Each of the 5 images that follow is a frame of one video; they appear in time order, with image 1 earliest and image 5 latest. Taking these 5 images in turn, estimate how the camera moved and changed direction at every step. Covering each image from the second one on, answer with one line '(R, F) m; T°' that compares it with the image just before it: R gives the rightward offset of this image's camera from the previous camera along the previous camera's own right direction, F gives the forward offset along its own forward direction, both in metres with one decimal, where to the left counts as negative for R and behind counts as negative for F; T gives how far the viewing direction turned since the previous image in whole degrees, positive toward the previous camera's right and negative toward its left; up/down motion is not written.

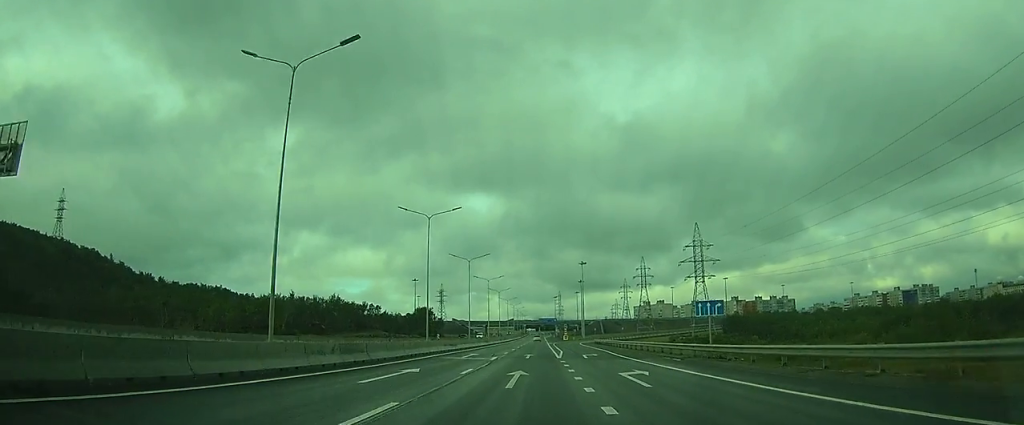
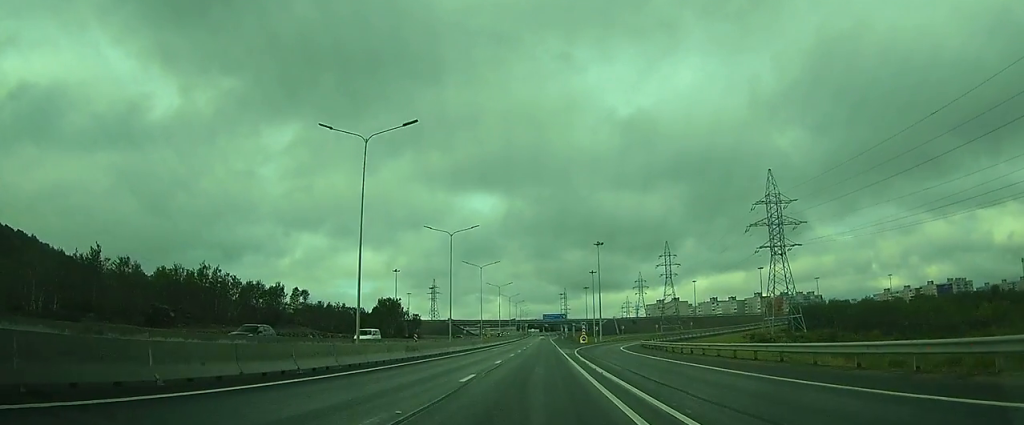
(0.0, +50.6) m; 0°
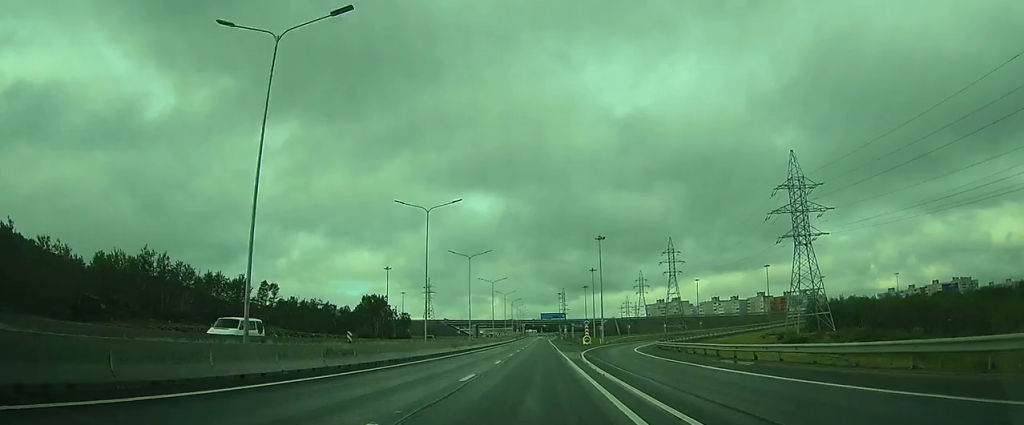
(0.0, +11.5) m; 0°
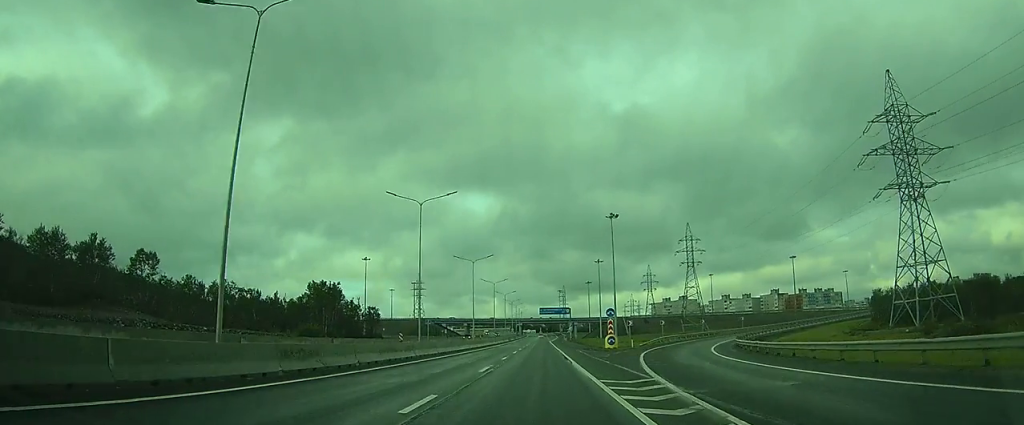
(0.0, +31.8) m; 0°
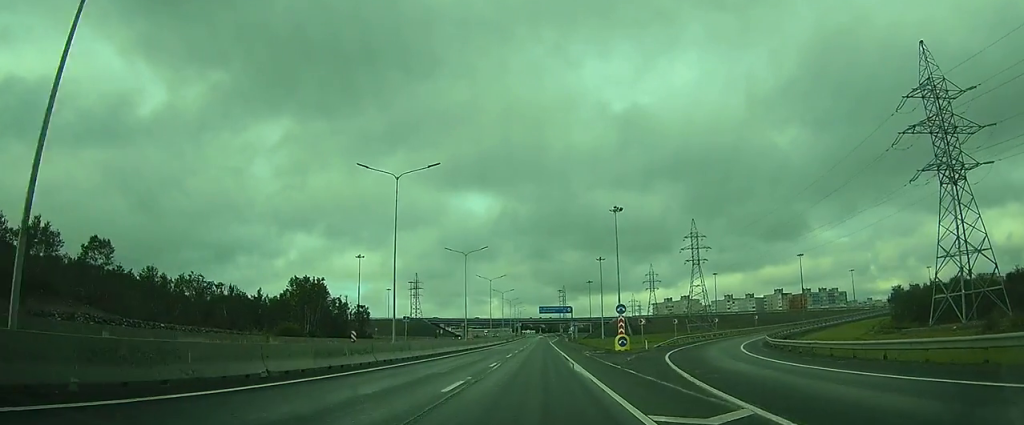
(0.0, +8.1) m; 0°
